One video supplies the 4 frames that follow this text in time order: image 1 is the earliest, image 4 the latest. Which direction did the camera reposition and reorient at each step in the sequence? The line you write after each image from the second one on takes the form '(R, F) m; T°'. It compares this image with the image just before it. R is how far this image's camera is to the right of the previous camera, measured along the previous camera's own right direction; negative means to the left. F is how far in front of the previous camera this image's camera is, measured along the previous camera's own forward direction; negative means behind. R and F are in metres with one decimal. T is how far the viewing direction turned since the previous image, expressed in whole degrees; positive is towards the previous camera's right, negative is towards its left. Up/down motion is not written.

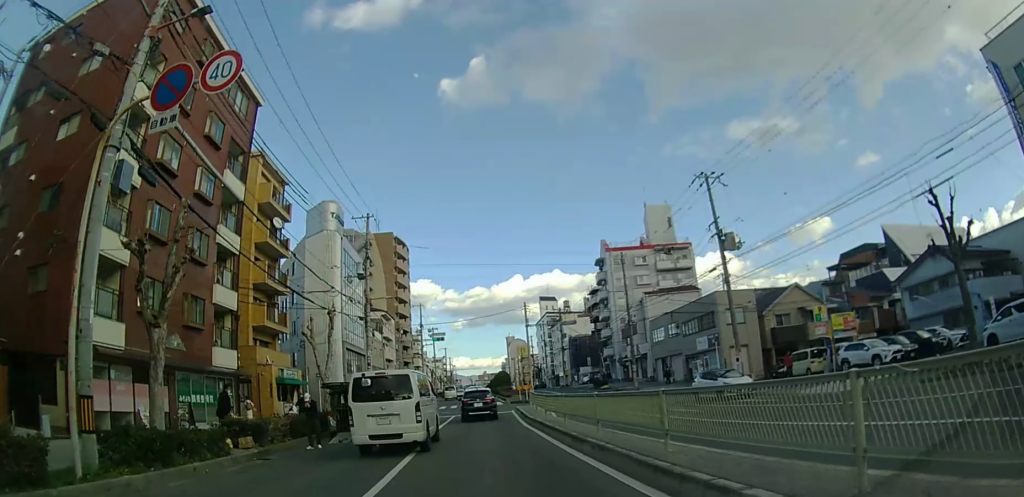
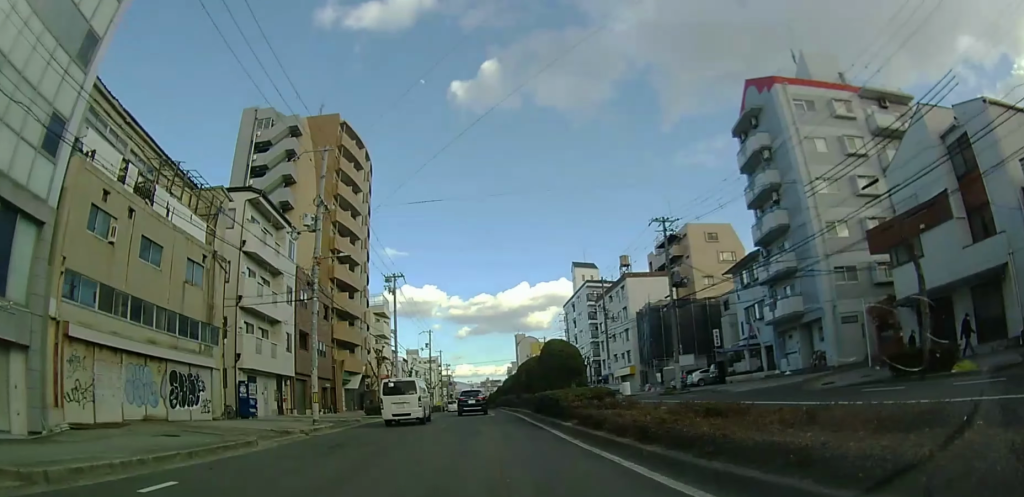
(-1.2, +47.2) m; -3°
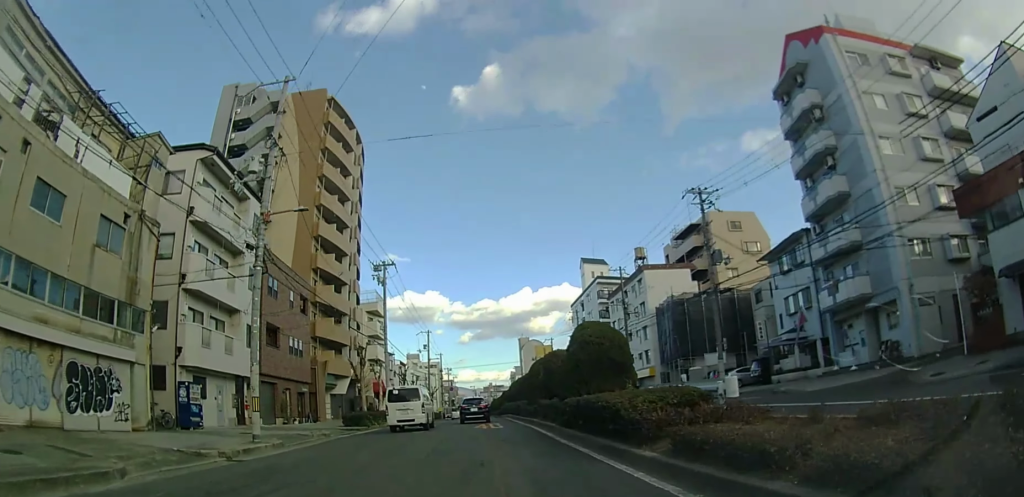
(+0.2, +6.2) m; +1°
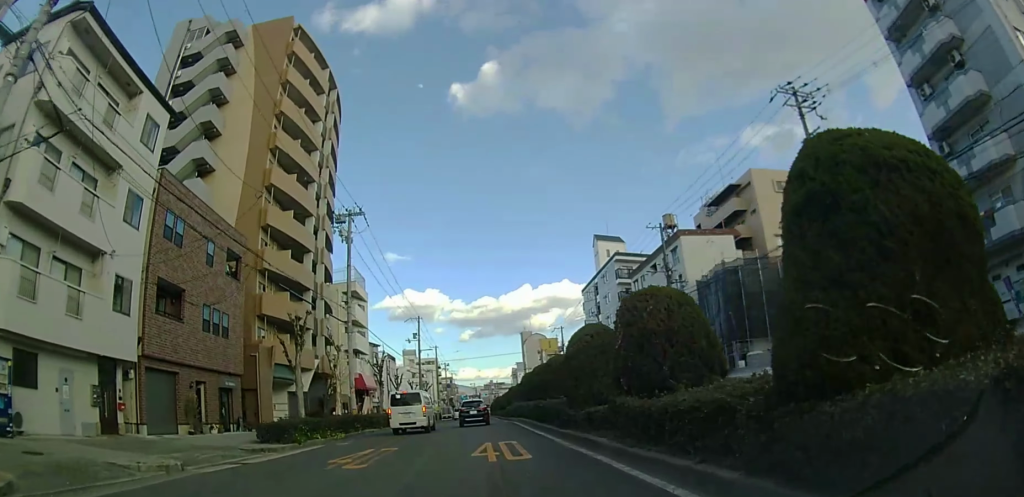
(+0.1, +11.6) m; +1°
